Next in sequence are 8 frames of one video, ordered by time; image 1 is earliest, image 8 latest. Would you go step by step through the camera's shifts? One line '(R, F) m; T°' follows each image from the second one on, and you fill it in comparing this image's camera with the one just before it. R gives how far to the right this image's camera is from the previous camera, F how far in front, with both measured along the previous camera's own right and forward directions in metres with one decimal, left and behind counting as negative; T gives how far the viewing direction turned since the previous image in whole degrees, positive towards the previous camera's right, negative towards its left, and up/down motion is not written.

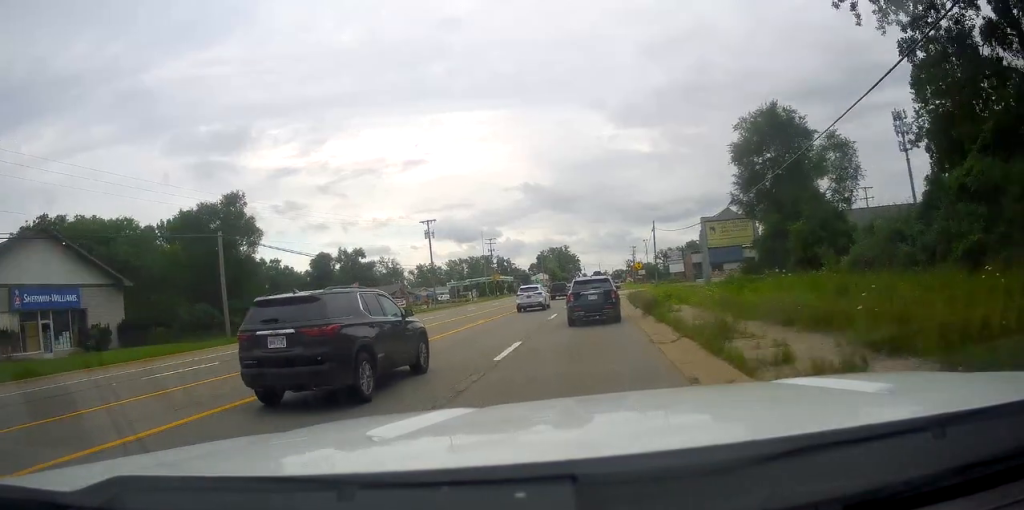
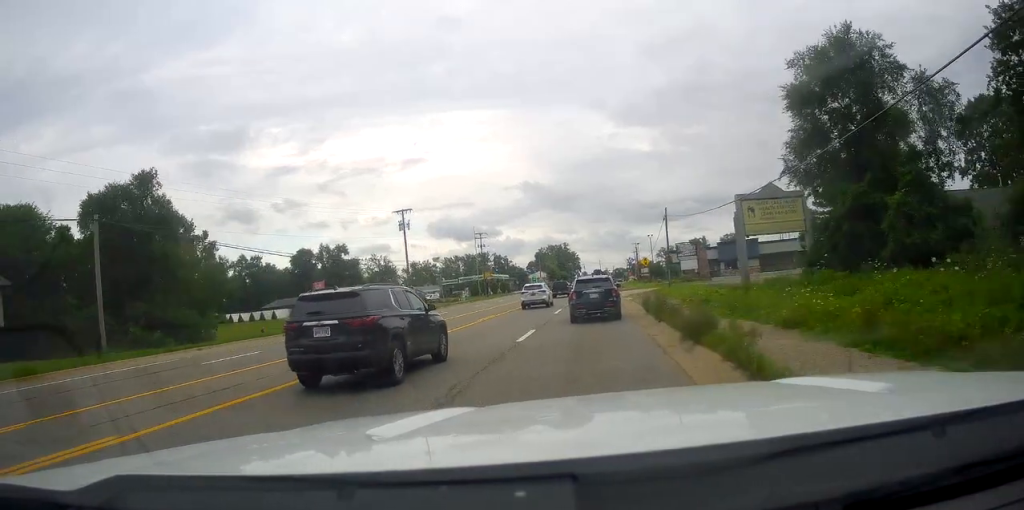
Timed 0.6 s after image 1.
(-0.2, +11.4) m; +1°
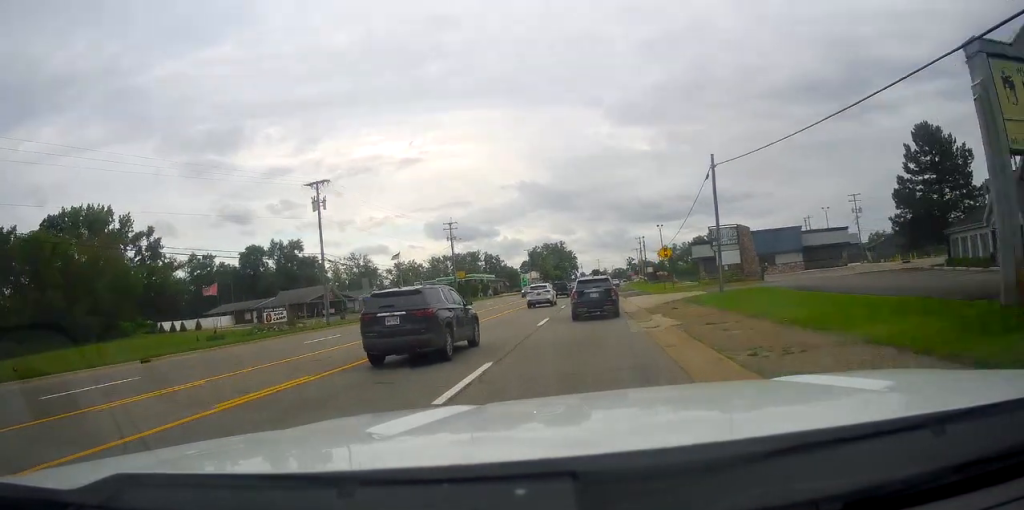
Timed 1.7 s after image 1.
(+0.4, +23.3) m; +1°
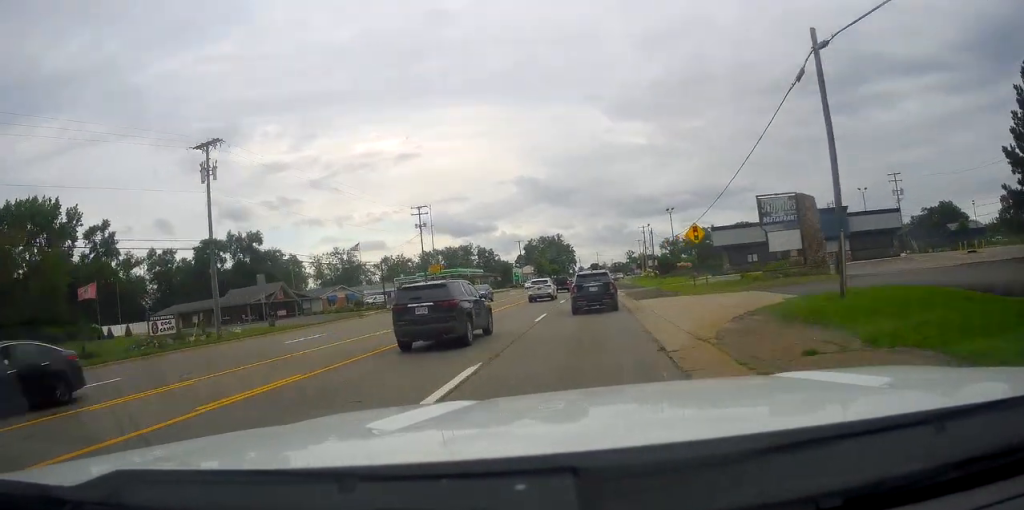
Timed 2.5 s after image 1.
(+0.1, +15.9) m; 0°
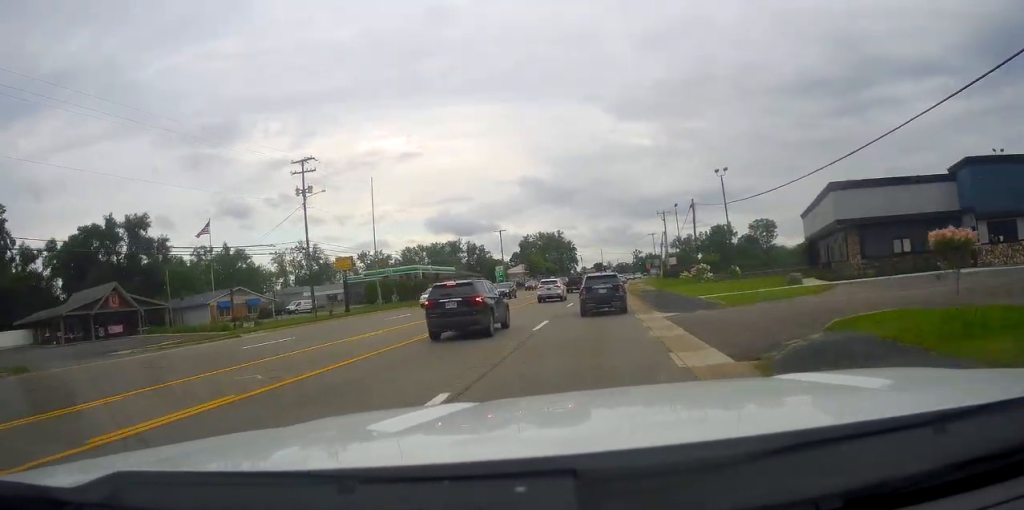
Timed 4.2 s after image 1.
(-0.1, +33.3) m; 0°
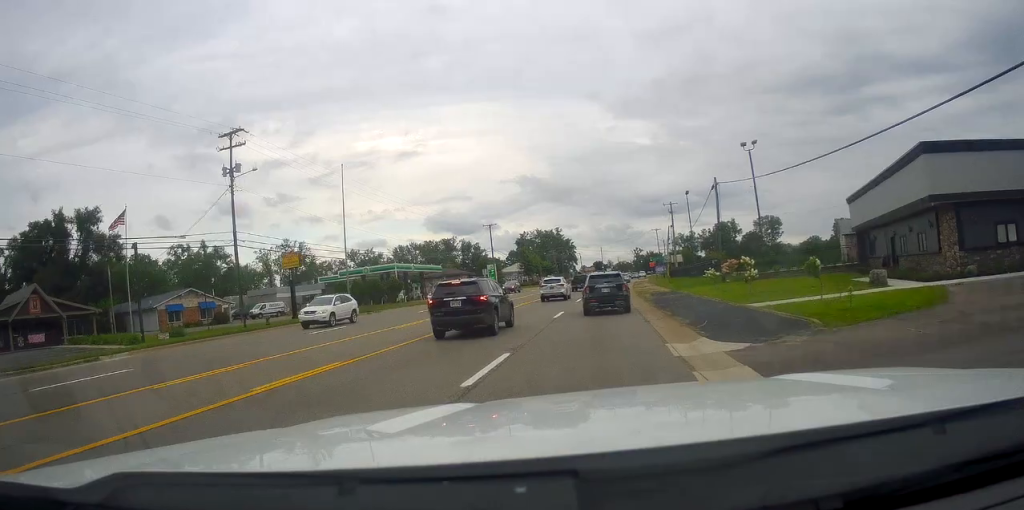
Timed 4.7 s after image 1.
(-0.1, +10.4) m; -1°
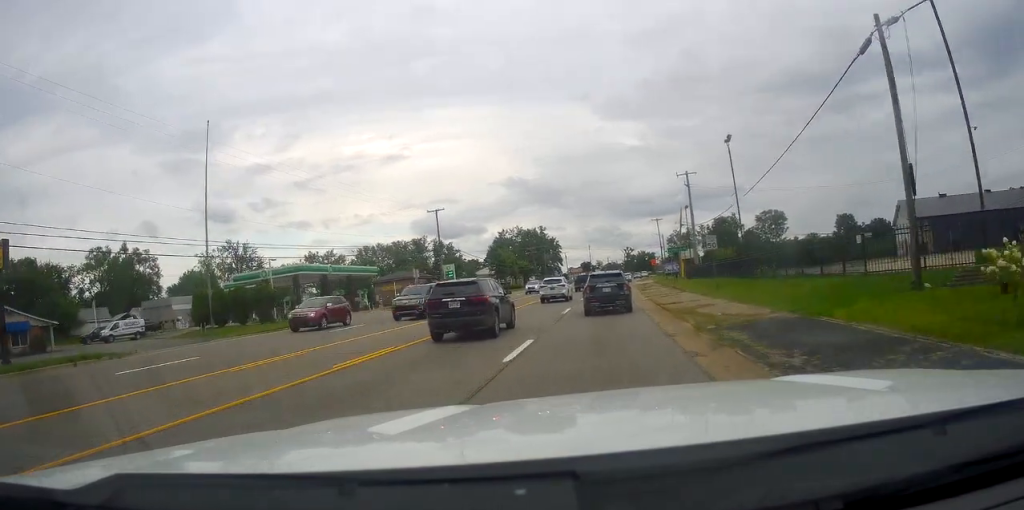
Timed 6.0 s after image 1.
(-0.5, +27.8) m; 0°
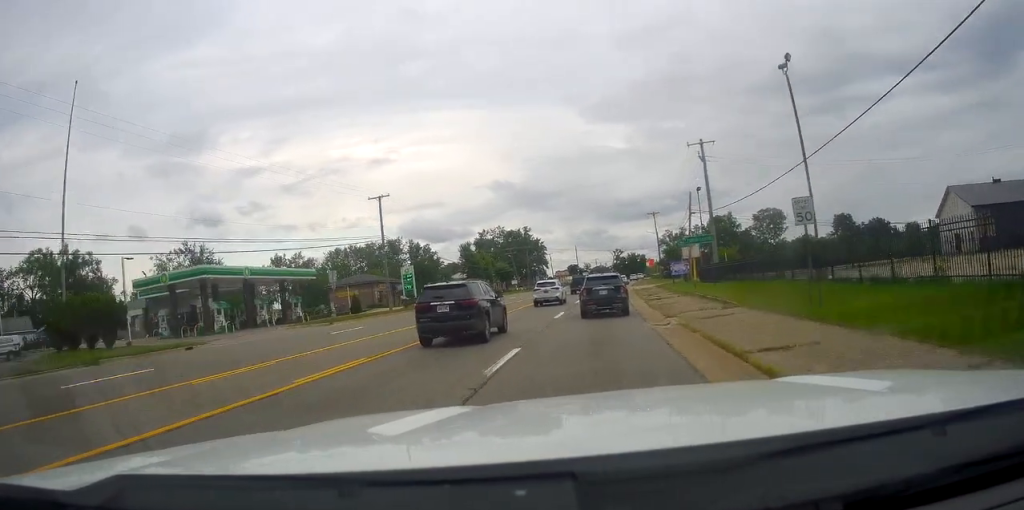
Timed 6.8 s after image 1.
(+0.5, +16.5) m; +2°
